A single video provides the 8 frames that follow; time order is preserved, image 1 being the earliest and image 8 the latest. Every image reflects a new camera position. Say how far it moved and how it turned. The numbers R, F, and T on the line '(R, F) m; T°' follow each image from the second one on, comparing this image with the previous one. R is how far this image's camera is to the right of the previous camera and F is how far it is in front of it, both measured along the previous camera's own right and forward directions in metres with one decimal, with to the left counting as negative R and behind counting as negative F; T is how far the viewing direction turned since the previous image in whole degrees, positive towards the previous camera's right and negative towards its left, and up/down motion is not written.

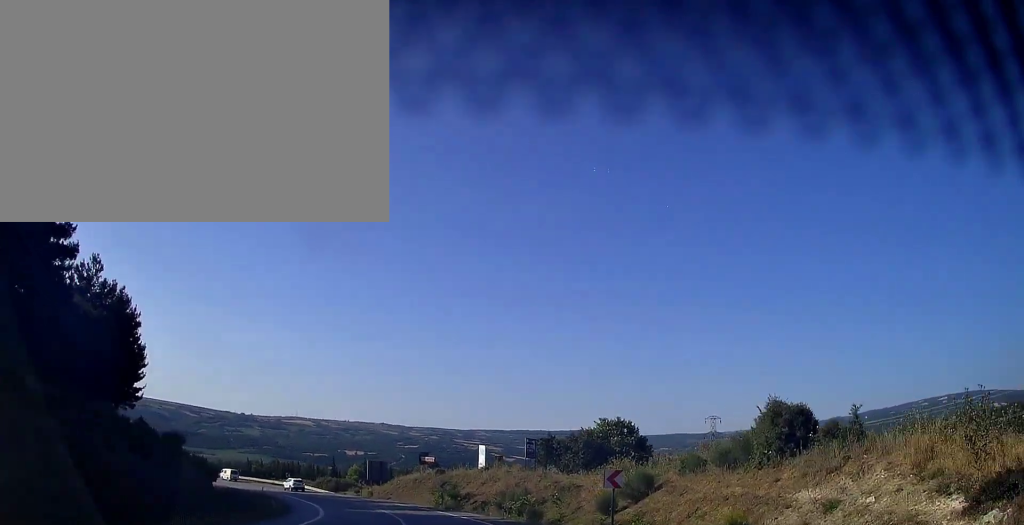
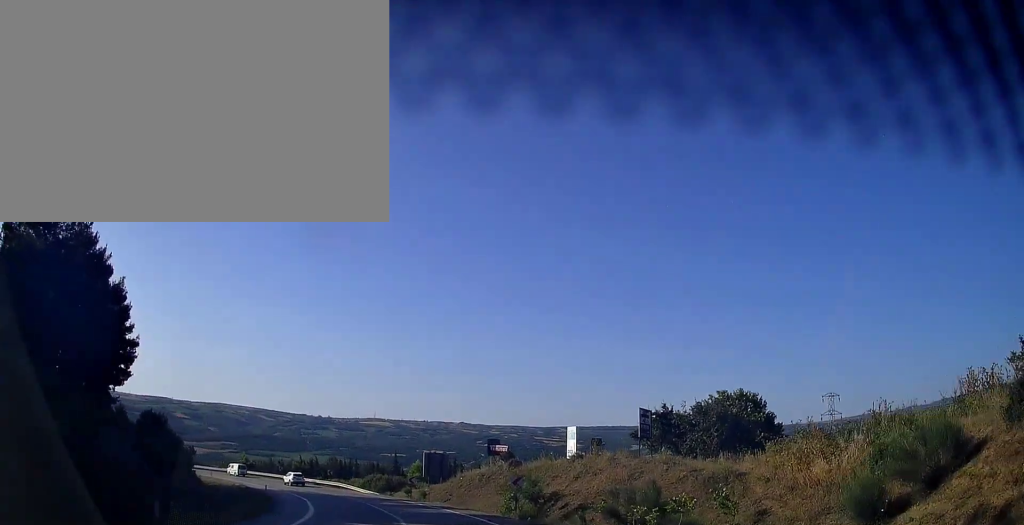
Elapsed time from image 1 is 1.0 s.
(-1.1, +16.5) m; -8°
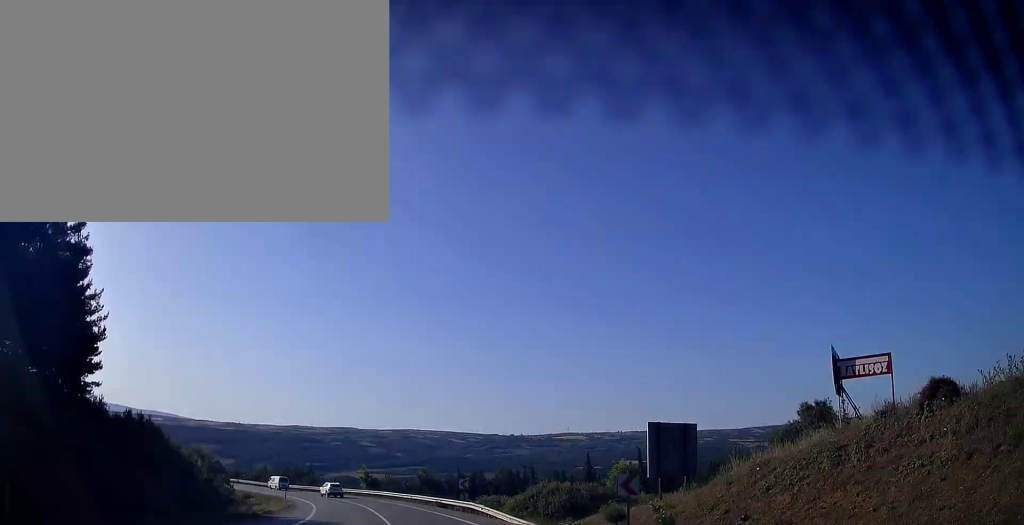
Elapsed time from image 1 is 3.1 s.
(-4.7, +33.3) m; -17°
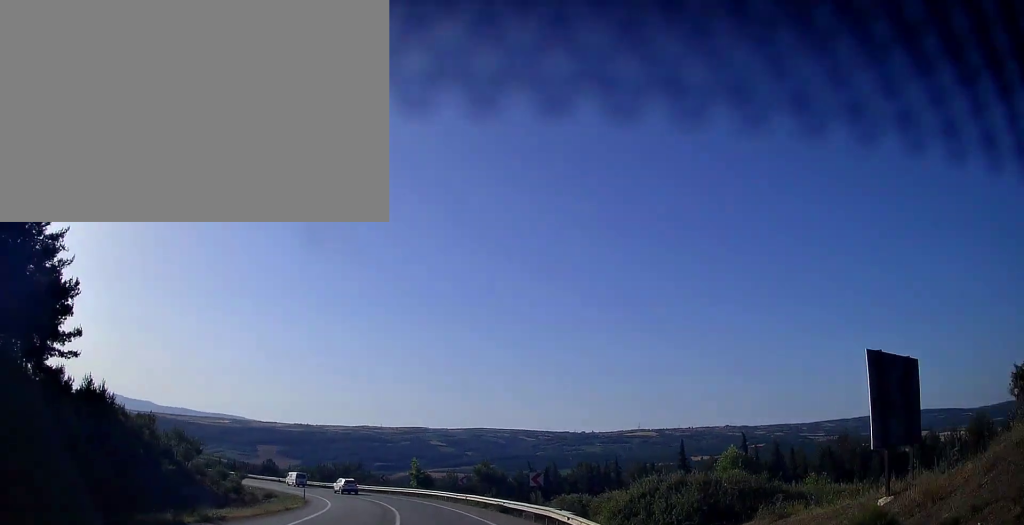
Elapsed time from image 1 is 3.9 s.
(-0.8, +12.7) m; -7°
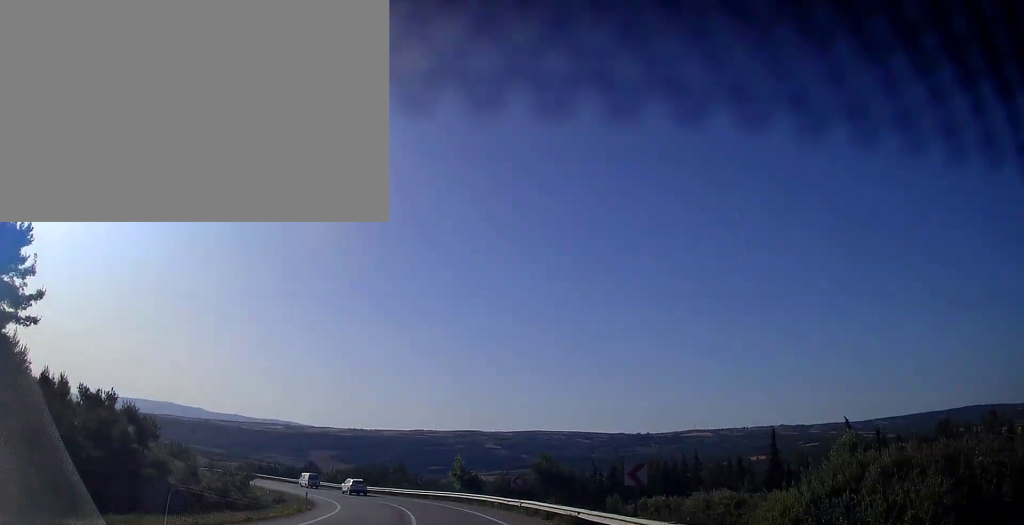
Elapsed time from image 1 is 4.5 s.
(-0.1, +10.1) m; -6°
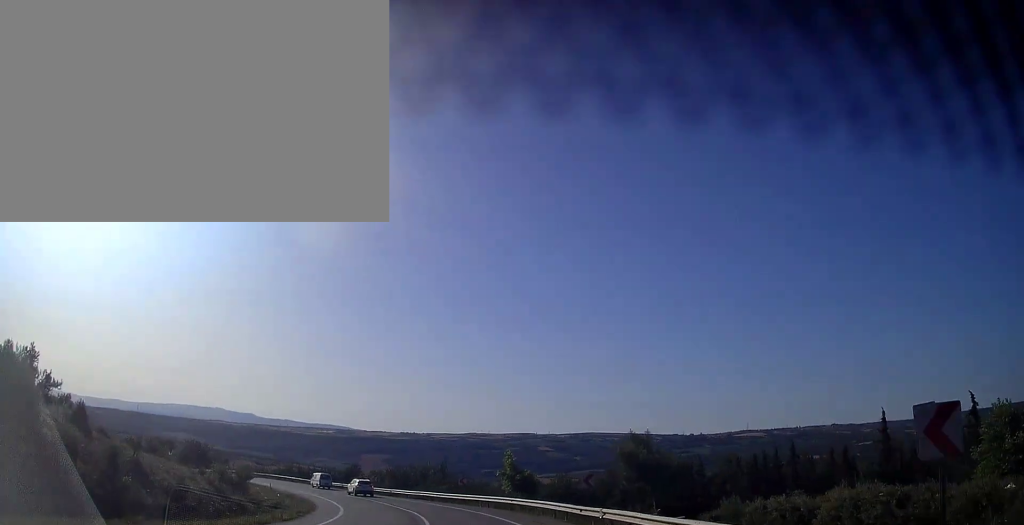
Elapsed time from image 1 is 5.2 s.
(-0.9, +11.3) m; -5°
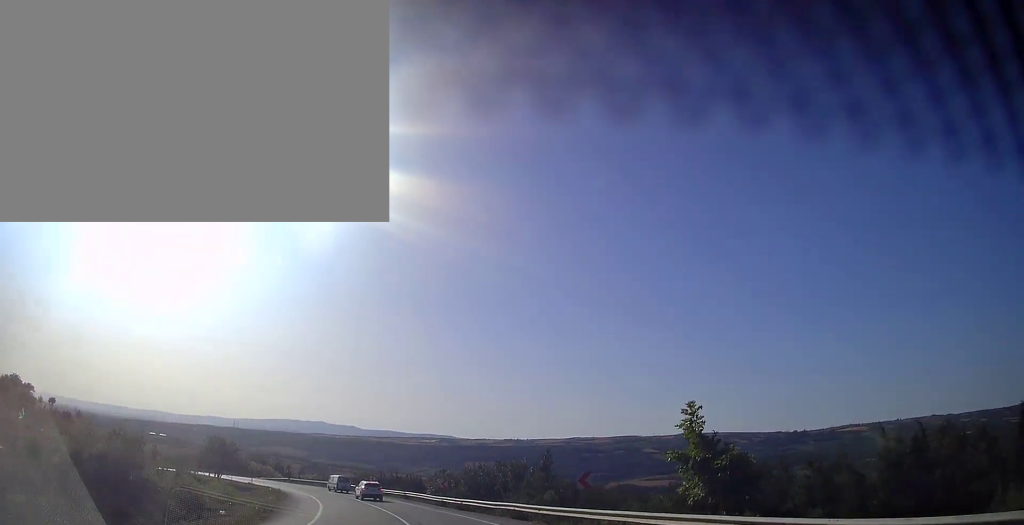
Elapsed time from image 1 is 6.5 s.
(-1.6, +22.1) m; -9°
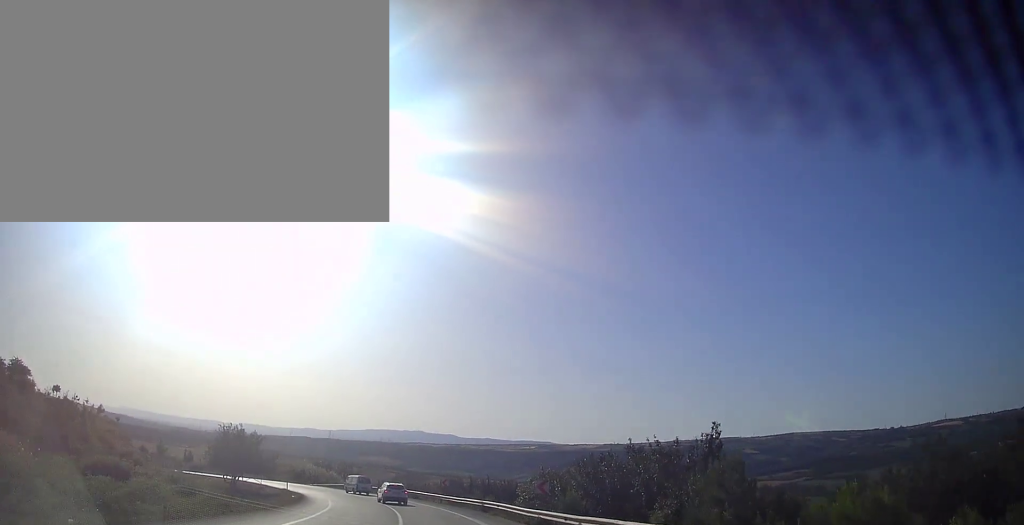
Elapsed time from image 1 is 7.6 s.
(-1.6, +19.8) m; -9°
